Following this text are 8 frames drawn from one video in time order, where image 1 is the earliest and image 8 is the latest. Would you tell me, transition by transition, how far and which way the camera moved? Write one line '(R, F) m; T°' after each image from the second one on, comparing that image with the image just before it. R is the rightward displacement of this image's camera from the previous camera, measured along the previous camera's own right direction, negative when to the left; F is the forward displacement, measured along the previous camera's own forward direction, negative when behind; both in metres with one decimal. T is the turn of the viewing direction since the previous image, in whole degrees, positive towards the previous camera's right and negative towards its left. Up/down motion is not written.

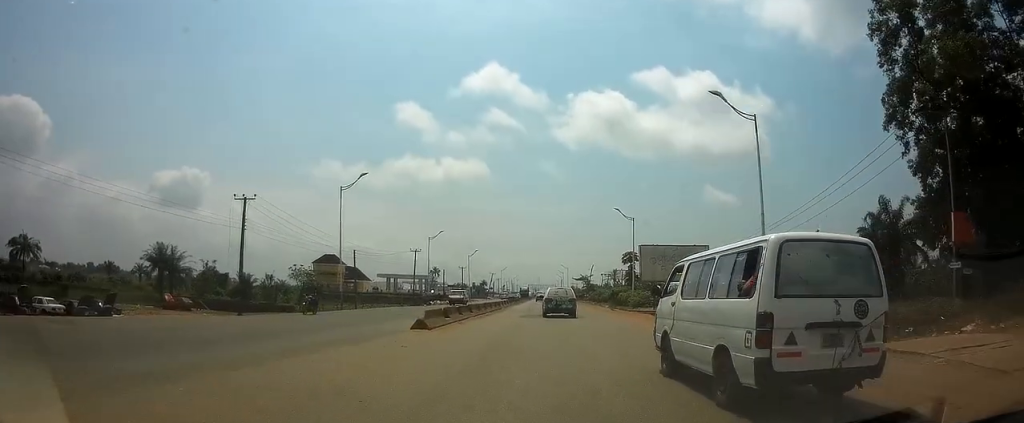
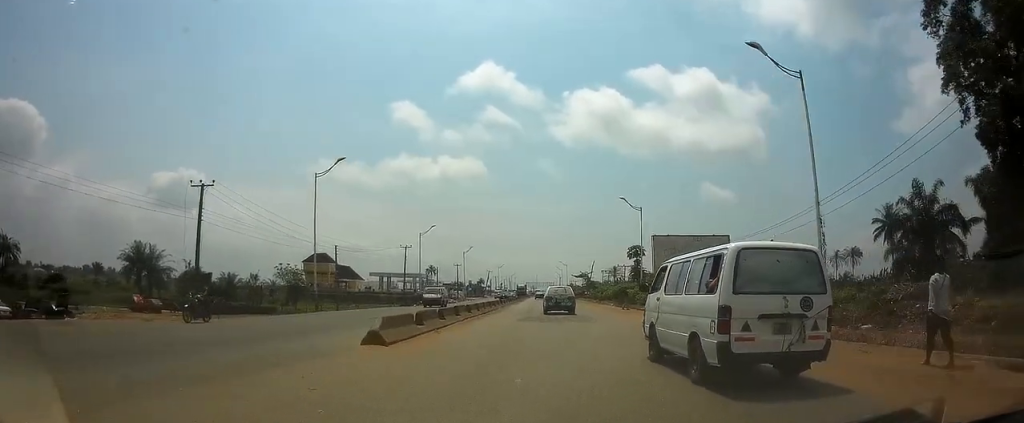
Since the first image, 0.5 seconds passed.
(0.0, +5.5) m; +1°
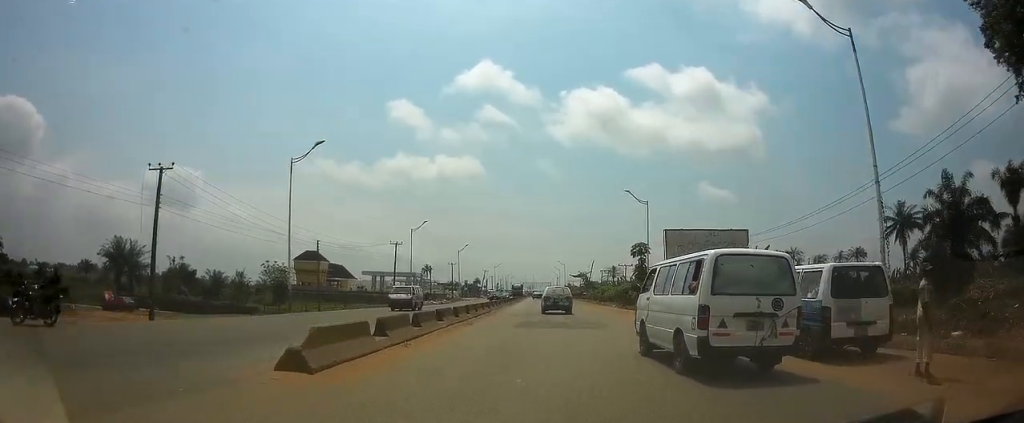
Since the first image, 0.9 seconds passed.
(0.0, +4.5) m; +1°
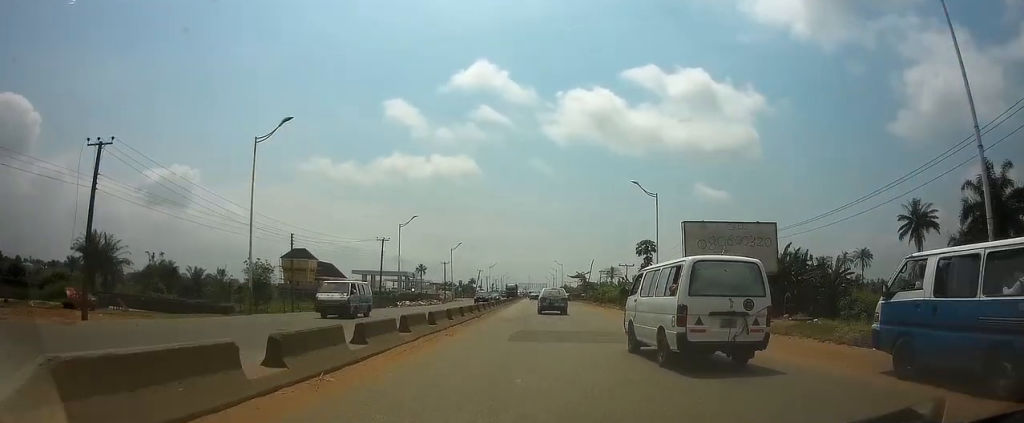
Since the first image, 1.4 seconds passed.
(+0.1, +5.5) m; +1°
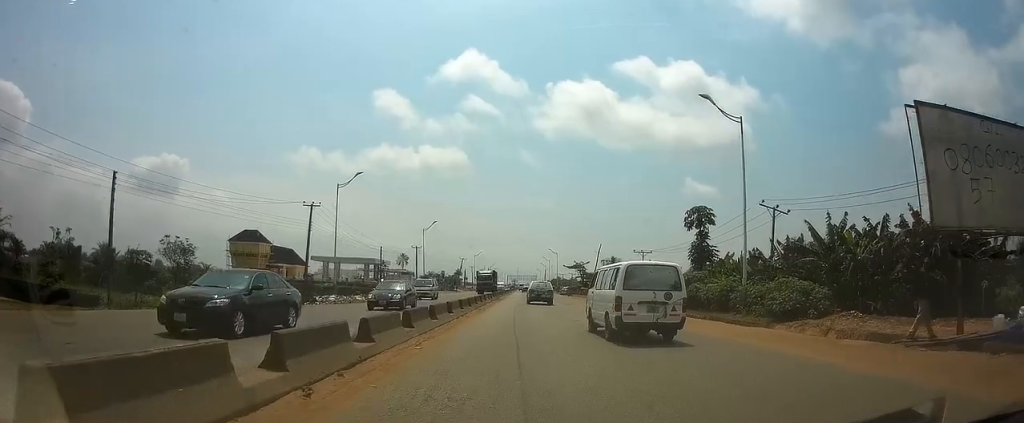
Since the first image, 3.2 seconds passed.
(+0.7, +22.2) m; +3°
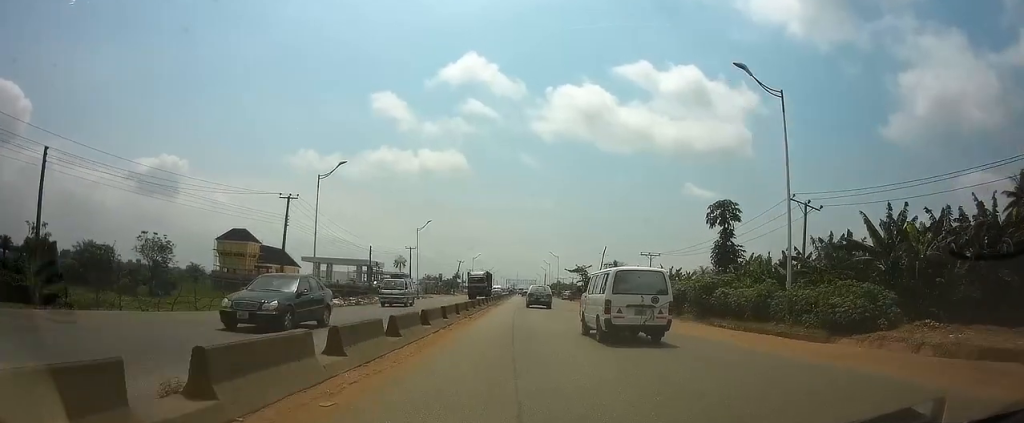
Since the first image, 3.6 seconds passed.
(+0.1, +5.2) m; 0°
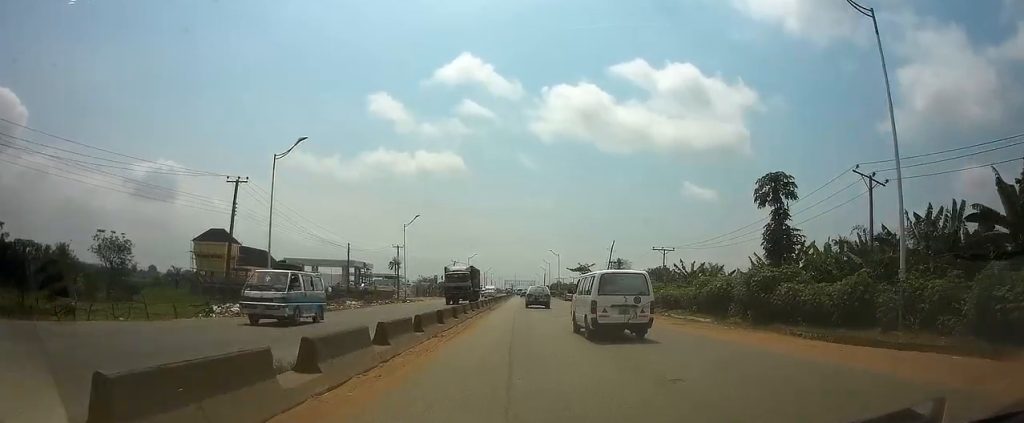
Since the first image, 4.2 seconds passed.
(-0.1, +8.6) m; 0°
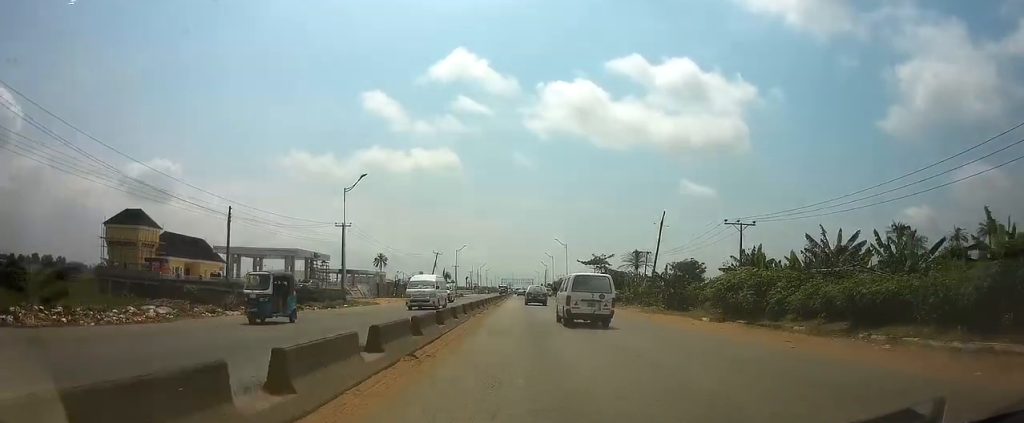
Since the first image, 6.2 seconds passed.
(+0.2, +26.3) m; +1°
